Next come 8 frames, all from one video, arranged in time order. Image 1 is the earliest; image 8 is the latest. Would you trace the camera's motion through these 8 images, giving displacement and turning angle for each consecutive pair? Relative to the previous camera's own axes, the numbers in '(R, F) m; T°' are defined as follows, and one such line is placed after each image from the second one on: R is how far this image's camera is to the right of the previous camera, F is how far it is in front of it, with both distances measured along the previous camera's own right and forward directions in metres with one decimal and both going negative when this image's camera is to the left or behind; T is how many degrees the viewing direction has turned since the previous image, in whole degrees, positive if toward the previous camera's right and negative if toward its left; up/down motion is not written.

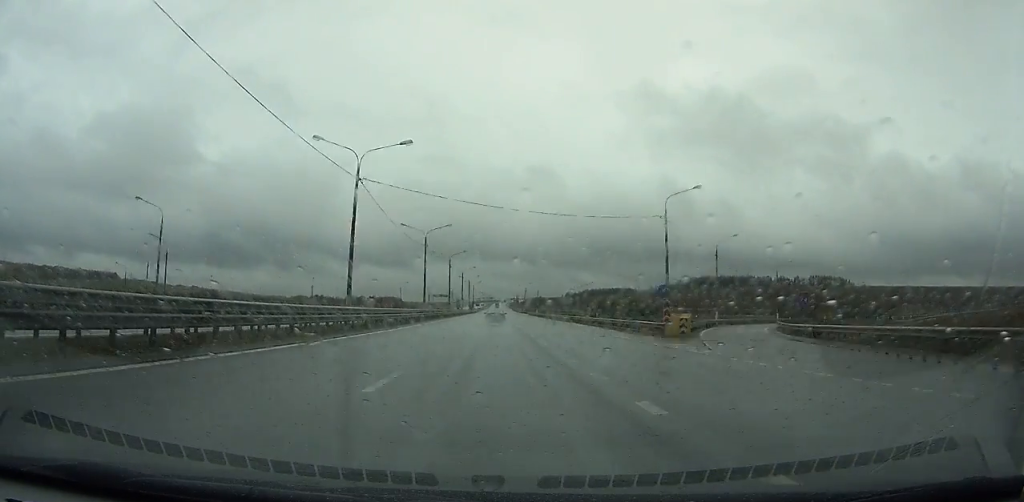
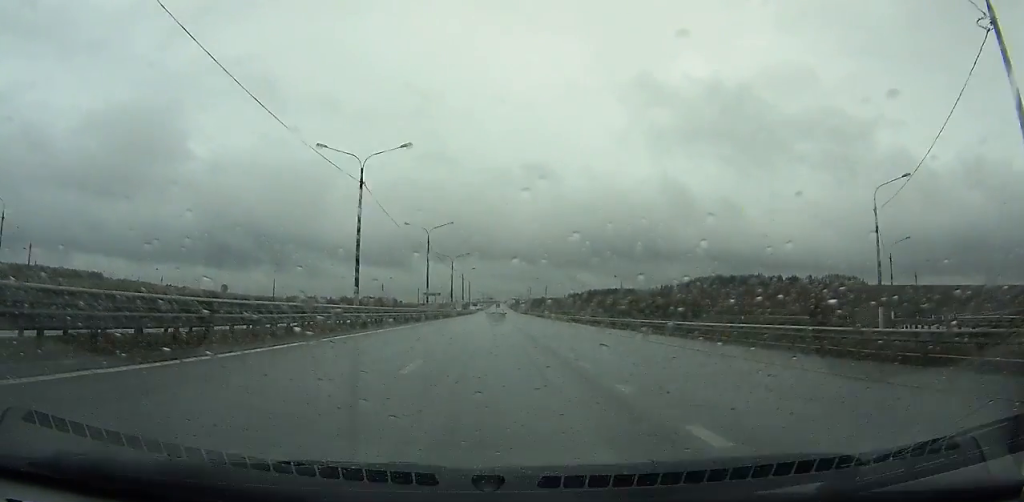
(0.0, +32.7) m; 0°
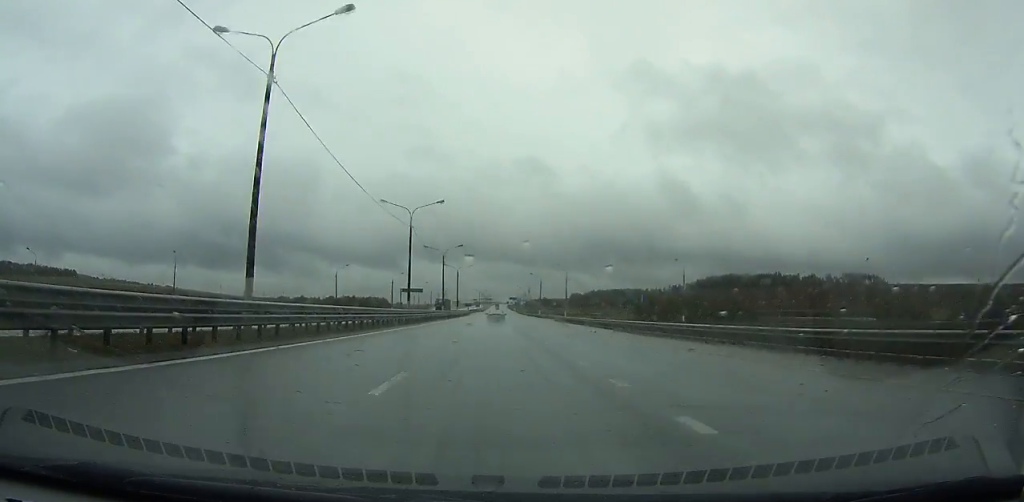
(-0.1, +51.7) m; 0°
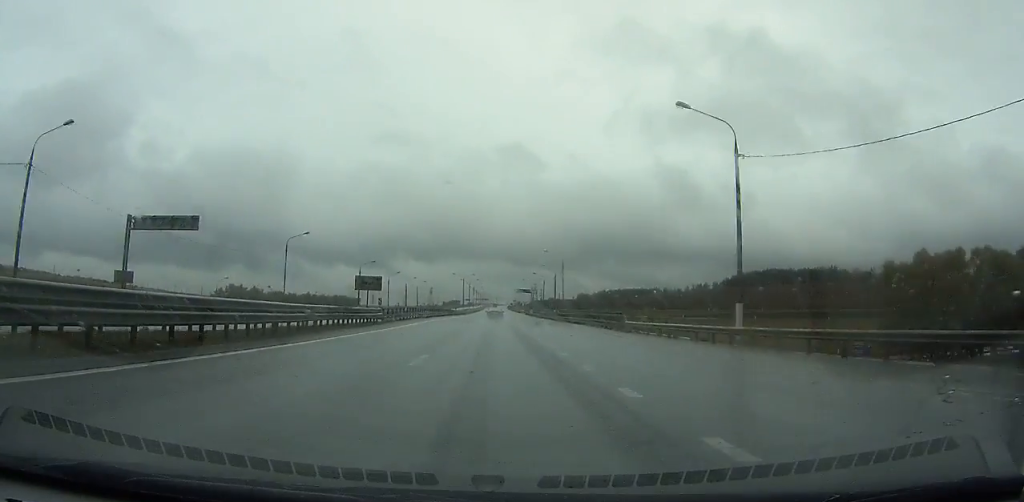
(0.0, +127.2) m; 0°
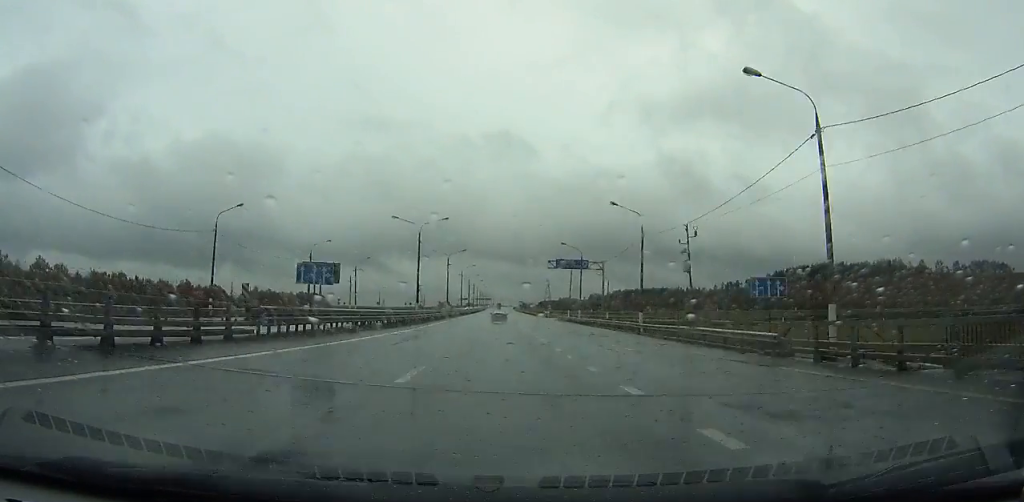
(+0.2, +98.9) m; 0°
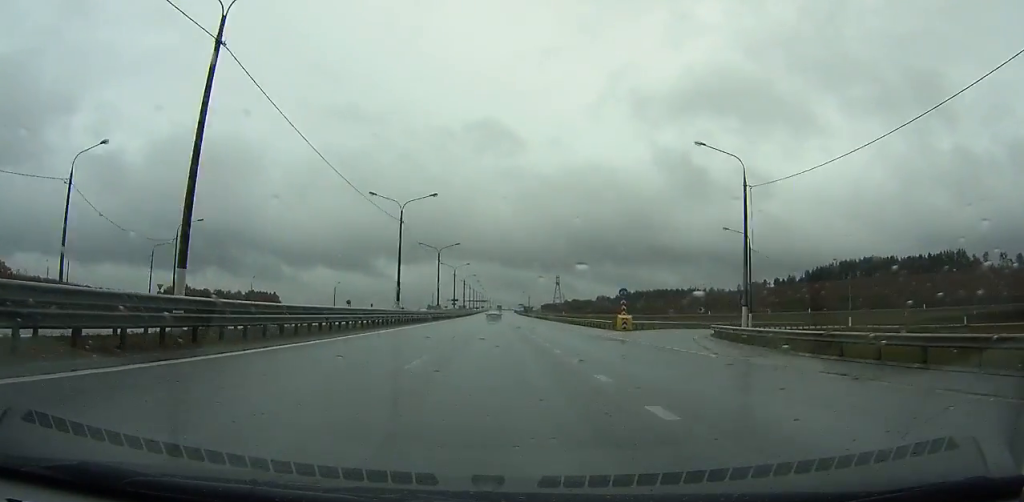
(+0.1, +82.4) m; 0°
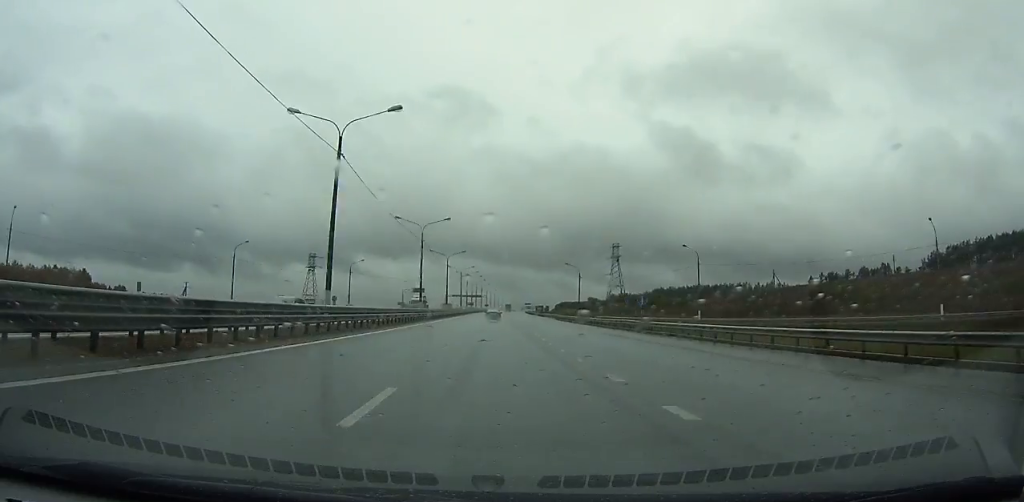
(-0.4, +161.6) m; 0°
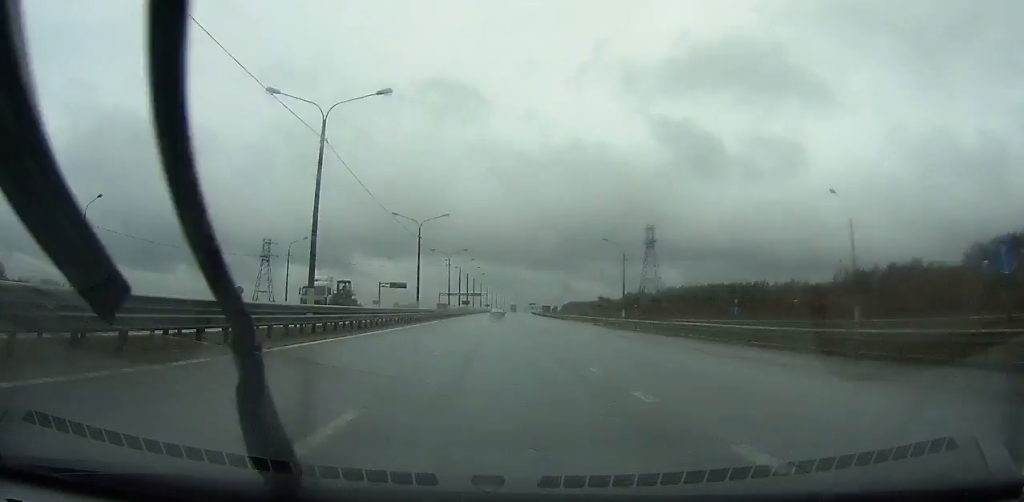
(-0.1, +37.0) m; 0°
